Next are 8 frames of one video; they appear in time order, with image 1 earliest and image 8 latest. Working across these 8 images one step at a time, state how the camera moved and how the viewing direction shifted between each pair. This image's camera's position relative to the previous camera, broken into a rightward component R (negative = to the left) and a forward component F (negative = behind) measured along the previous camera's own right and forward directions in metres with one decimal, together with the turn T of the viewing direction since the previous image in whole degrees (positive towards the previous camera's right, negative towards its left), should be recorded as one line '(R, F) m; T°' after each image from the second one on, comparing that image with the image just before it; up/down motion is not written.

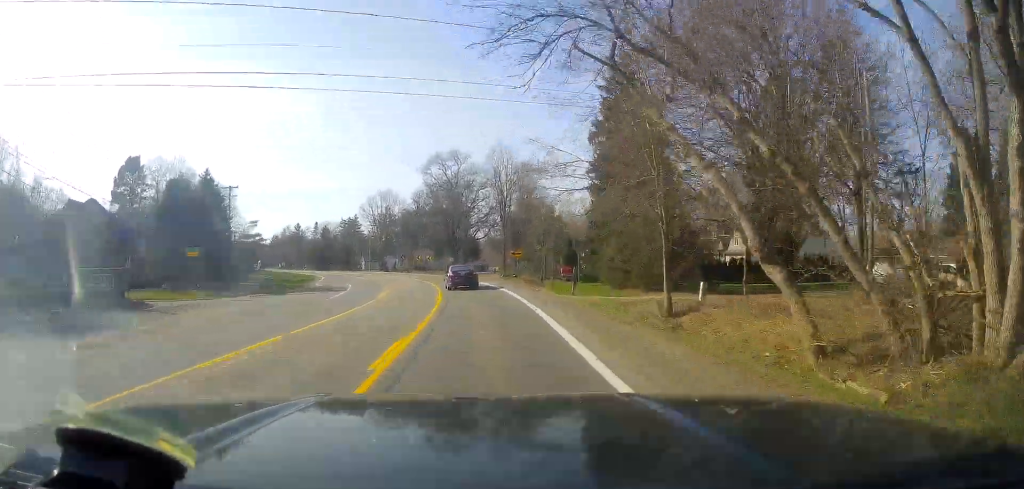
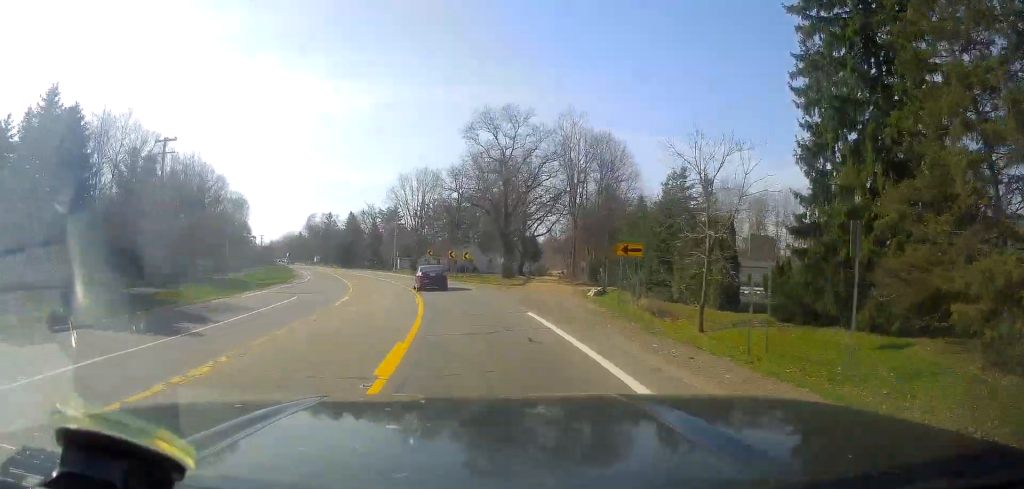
(-1.7, +30.8) m; -7°
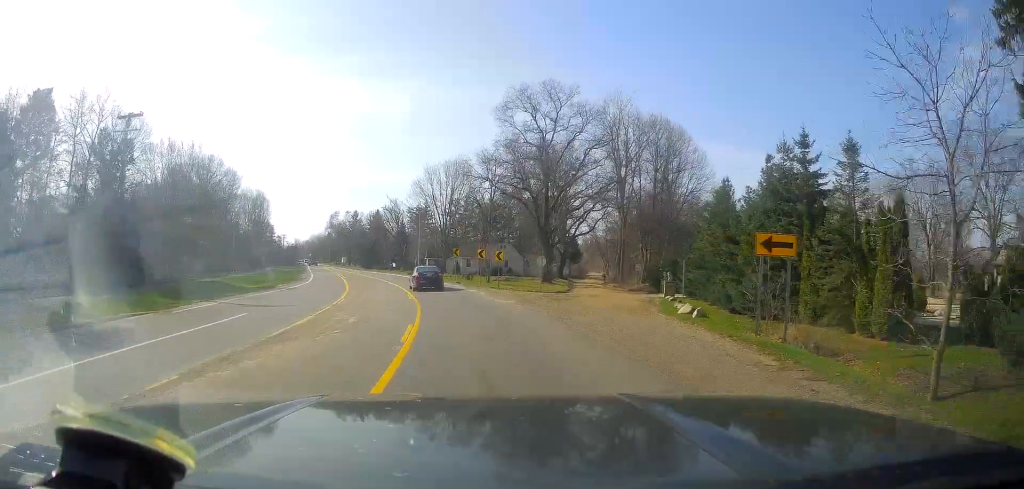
(-0.1, +11.6) m; -4°
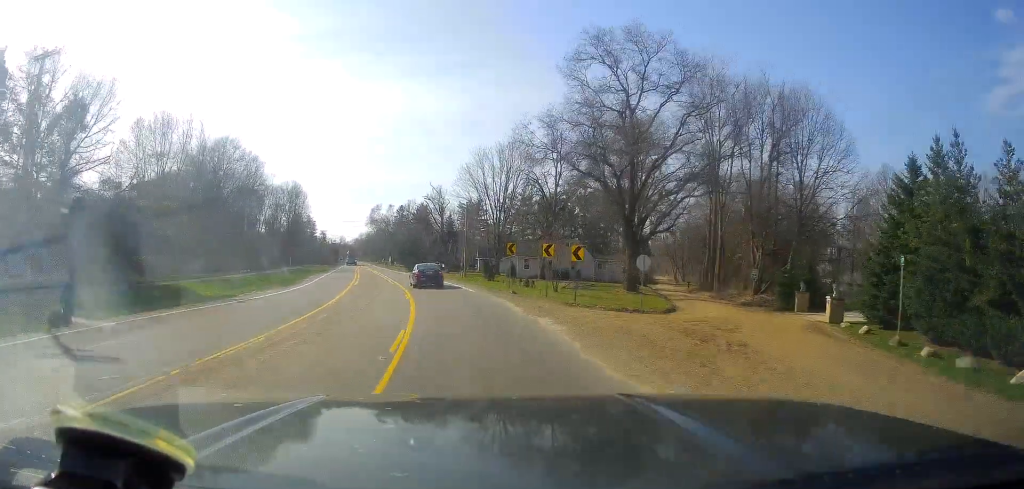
(-1.3, +16.7) m; -5°
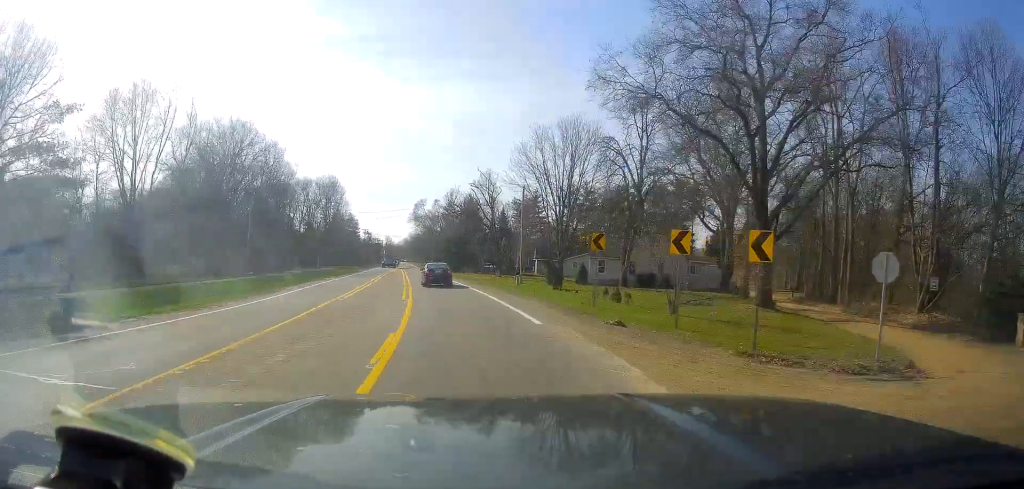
(-0.2, +16.5) m; -2°
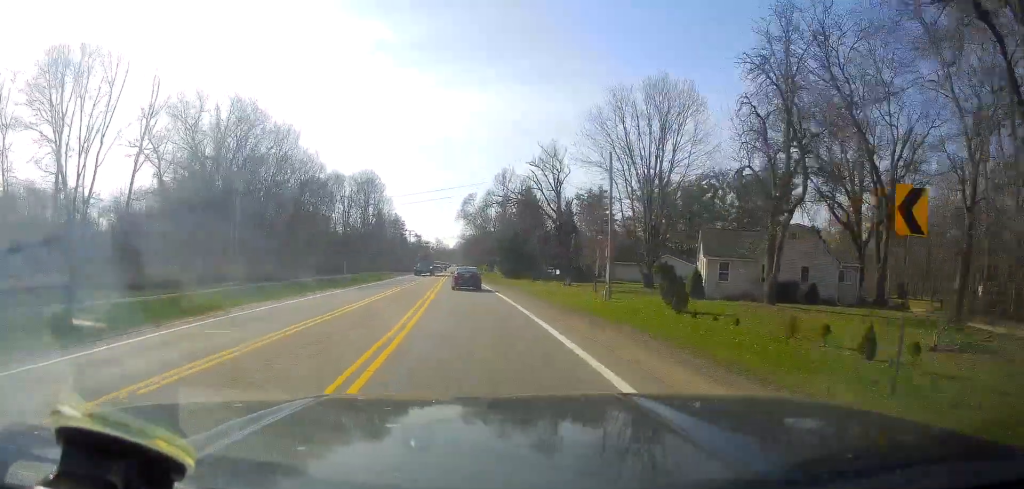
(-0.5, +17.9) m; -5°
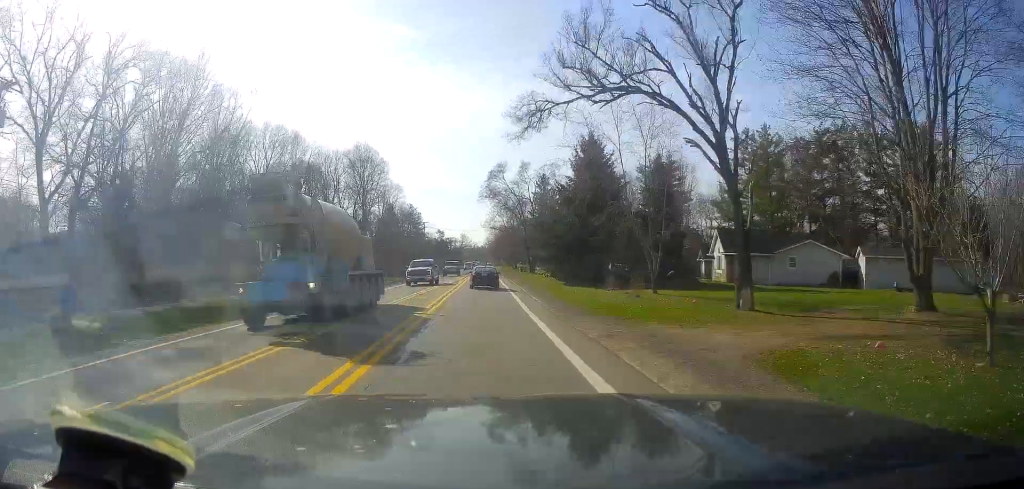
(-3.4, +33.7) m; -8°
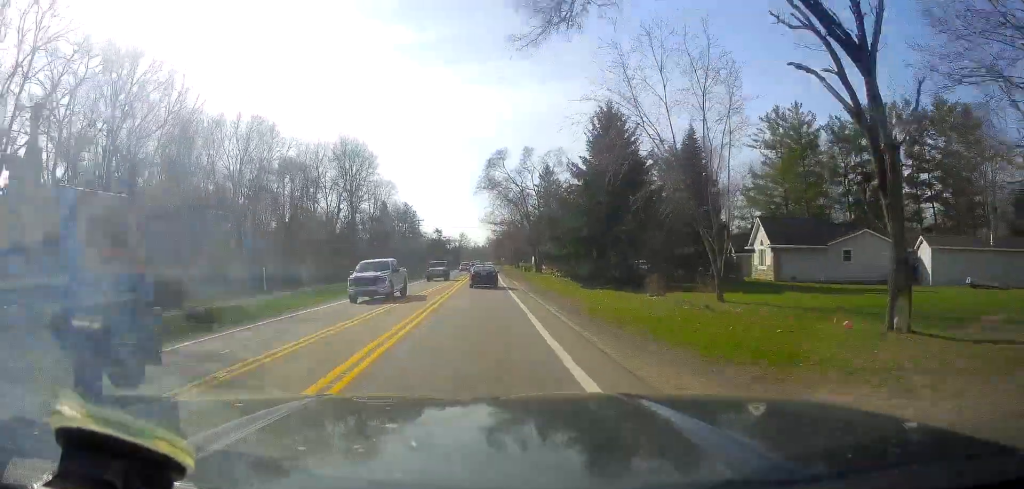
(-0.5, +9.7) m; 0°
